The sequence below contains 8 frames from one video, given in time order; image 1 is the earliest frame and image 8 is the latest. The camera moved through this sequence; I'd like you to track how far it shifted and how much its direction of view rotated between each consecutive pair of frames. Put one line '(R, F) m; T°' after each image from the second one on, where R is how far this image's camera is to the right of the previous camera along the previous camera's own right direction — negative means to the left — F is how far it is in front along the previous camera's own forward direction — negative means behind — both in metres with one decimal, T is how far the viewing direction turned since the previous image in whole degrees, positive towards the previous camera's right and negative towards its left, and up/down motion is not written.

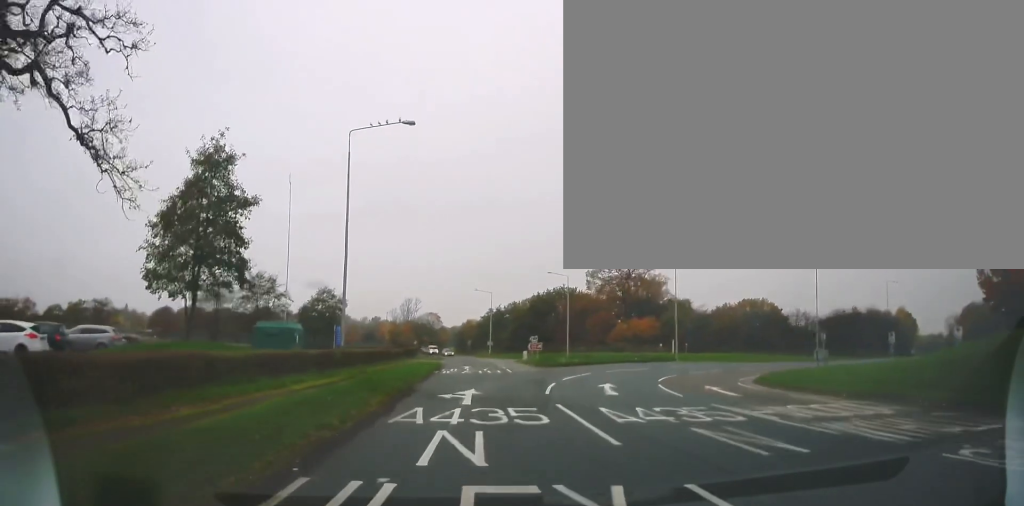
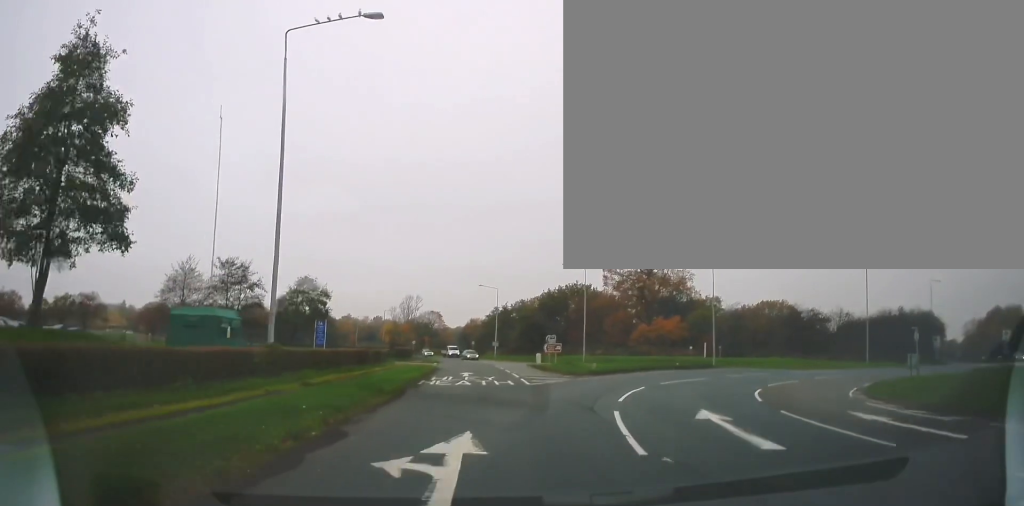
(-0.6, +9.8) m; -5°
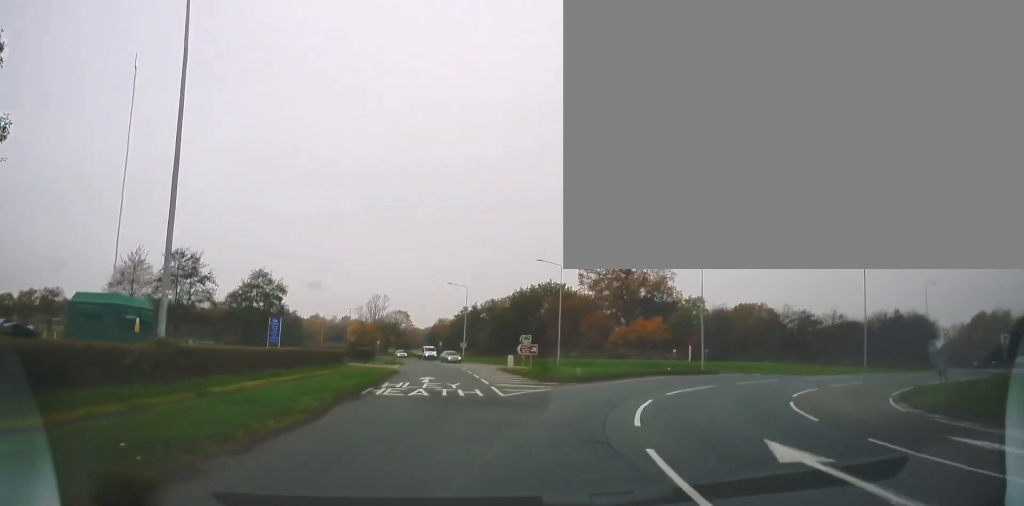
(0.0, +4.8) m; +2°
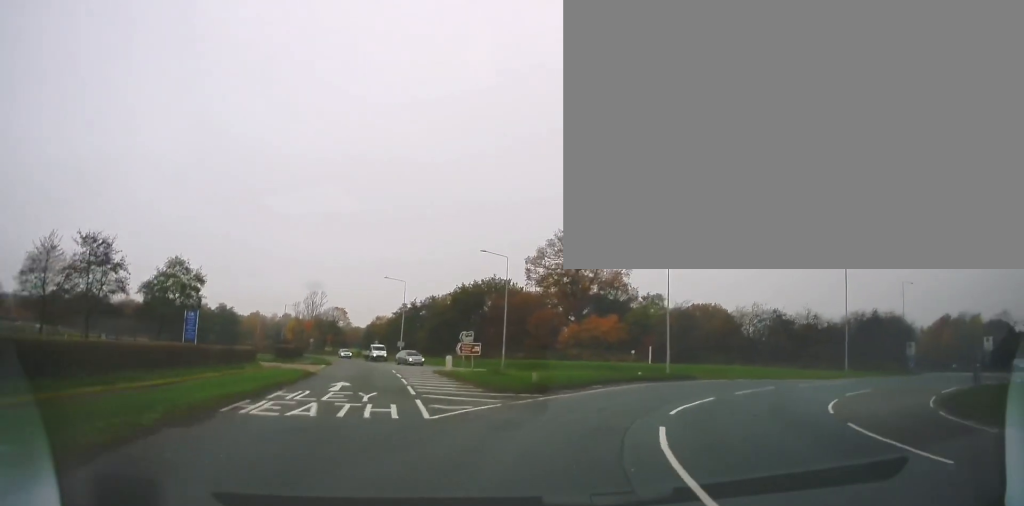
(-0.3, +6.3) m; +5°
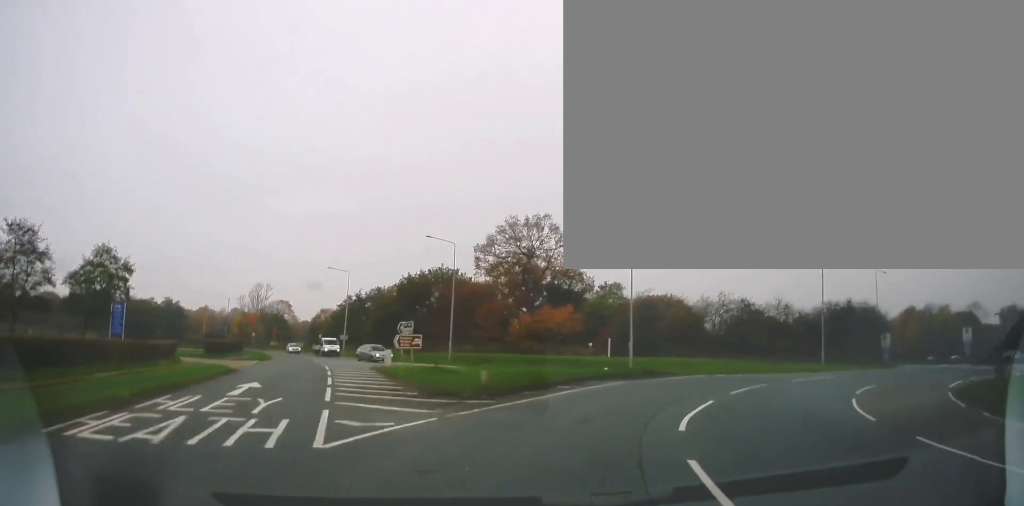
(+0.6, +4.2) m; +5°
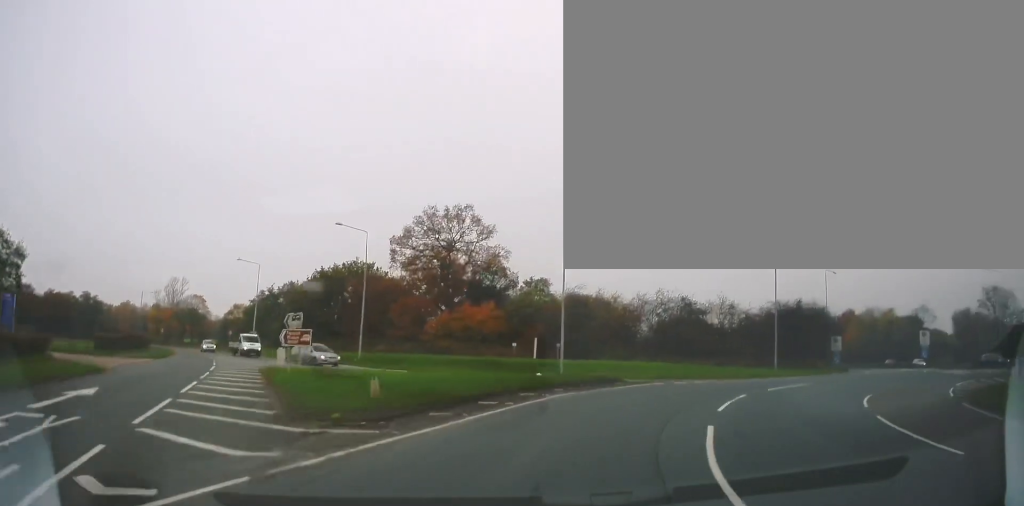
(+0.3, +5.1) m; +6°
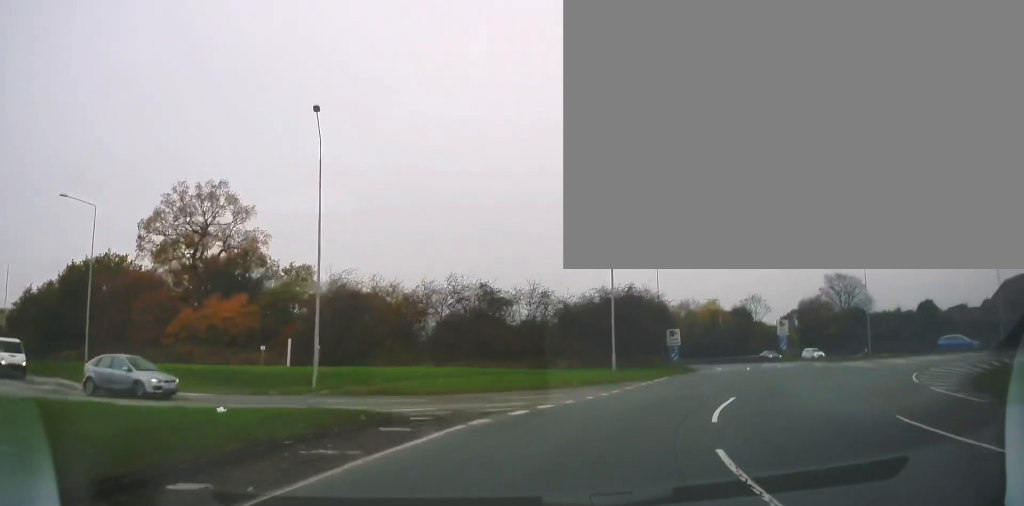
(+1.6, +11.6) m; +20°
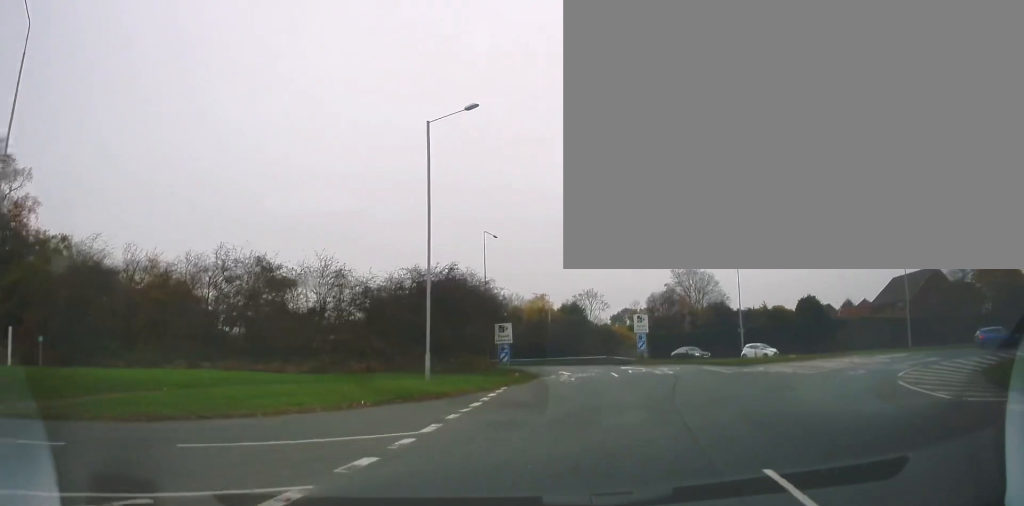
(+2.2, +10.6) m; +18°
